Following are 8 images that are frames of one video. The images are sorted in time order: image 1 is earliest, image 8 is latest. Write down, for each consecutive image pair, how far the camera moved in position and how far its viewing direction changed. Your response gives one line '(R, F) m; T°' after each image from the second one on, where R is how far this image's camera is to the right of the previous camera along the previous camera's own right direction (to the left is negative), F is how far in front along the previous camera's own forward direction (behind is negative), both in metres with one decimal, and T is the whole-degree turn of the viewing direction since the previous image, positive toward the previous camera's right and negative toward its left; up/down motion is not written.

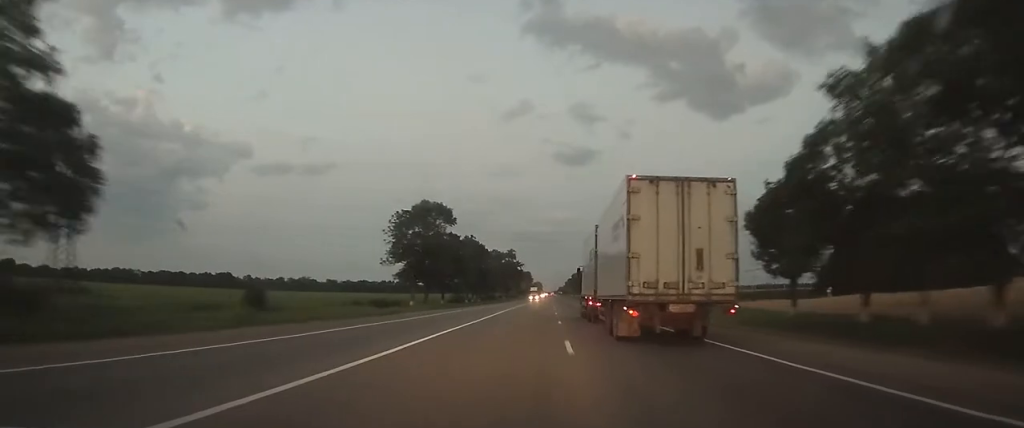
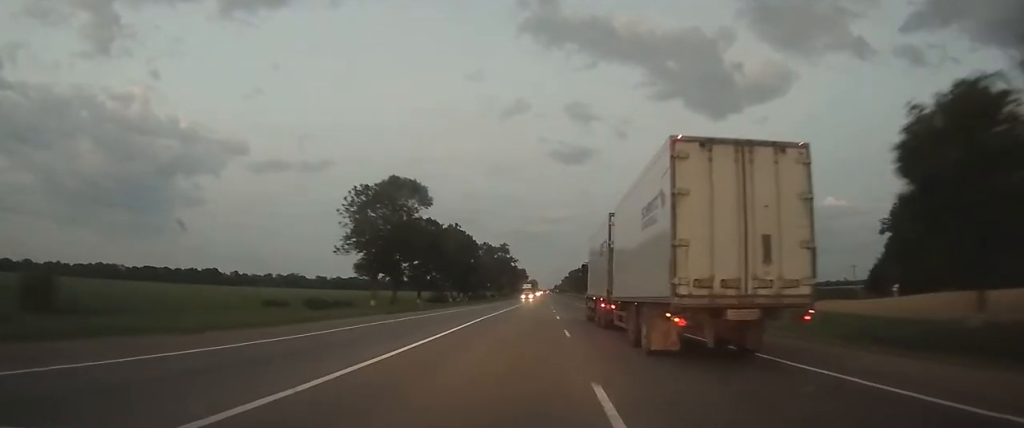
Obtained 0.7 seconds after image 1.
(0.0, +19.0) m; 0°
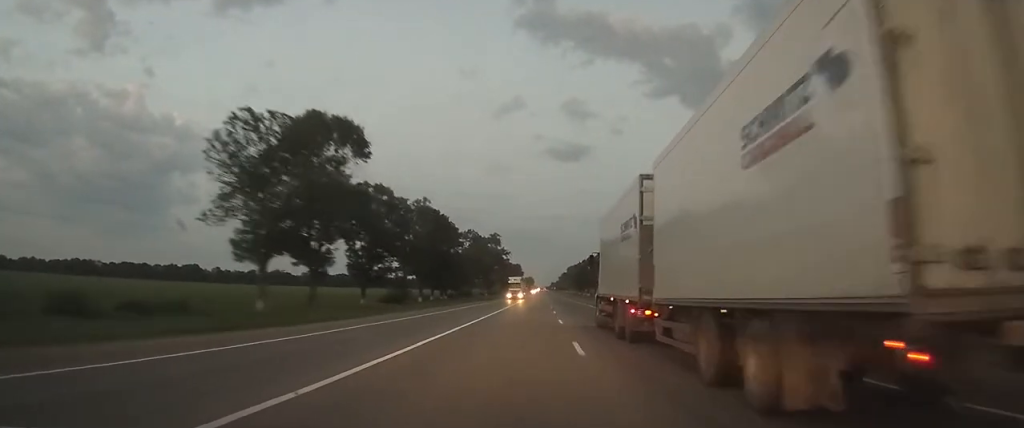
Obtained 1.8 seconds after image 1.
(+0.2, +28.9) m; 0°
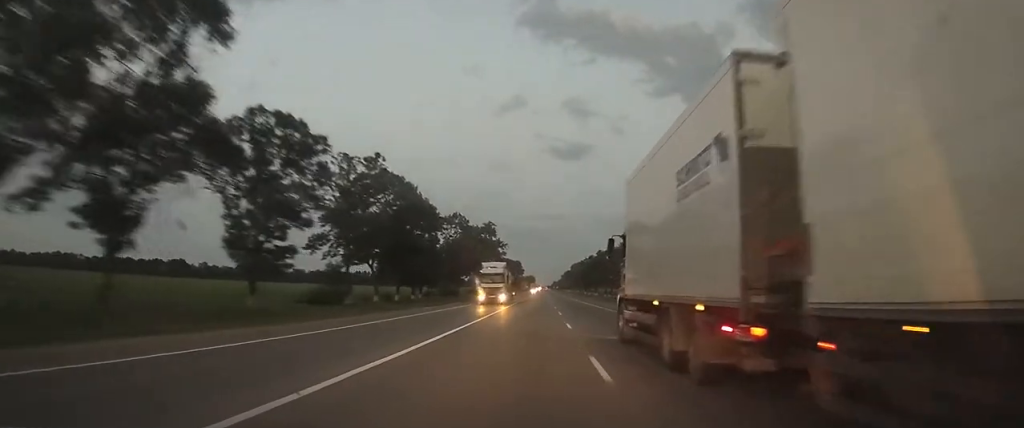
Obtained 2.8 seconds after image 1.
(0.0, +27.4) m; 0°
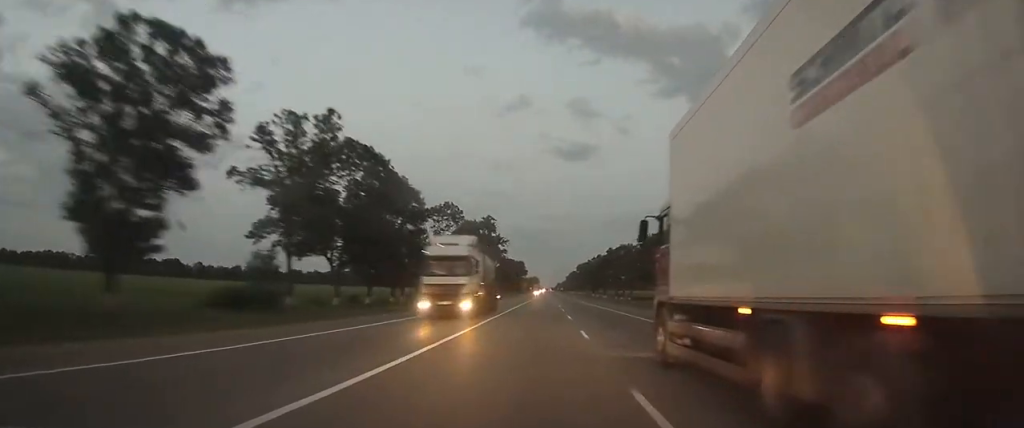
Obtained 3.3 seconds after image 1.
(0.0, +15.5) m; 0°
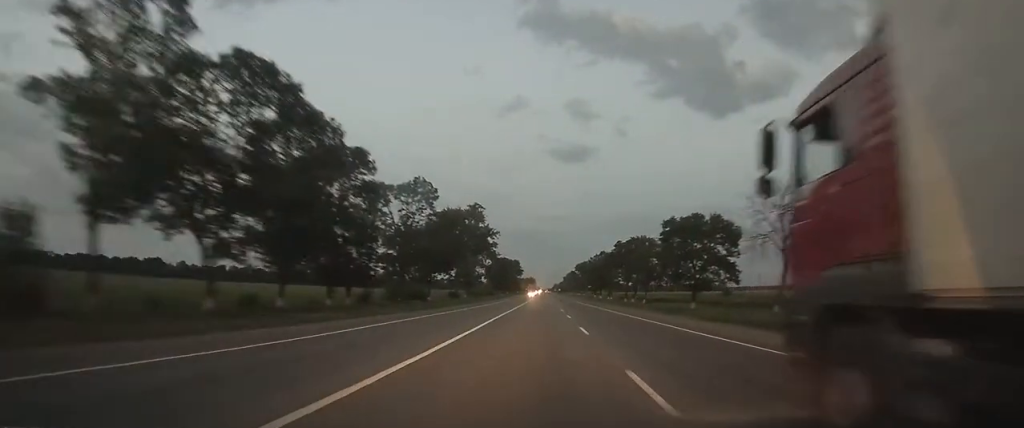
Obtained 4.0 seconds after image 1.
(0.0, +21.9) m; 0°
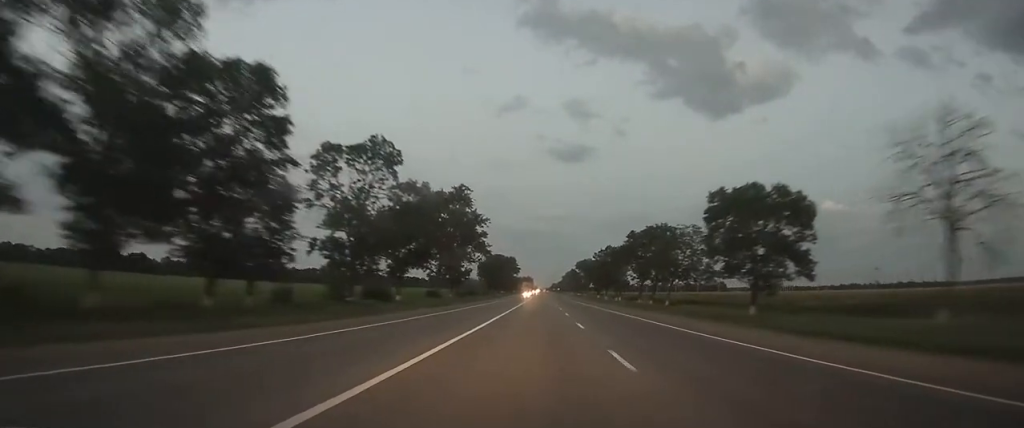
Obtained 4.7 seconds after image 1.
(0.0, +20.3) m; 0°
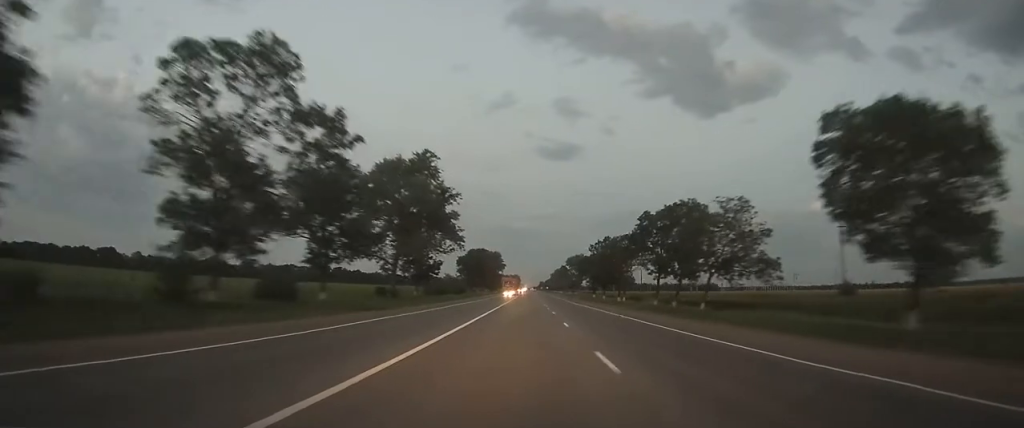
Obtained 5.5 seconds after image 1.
(0.0, +23.8) m; 0°
